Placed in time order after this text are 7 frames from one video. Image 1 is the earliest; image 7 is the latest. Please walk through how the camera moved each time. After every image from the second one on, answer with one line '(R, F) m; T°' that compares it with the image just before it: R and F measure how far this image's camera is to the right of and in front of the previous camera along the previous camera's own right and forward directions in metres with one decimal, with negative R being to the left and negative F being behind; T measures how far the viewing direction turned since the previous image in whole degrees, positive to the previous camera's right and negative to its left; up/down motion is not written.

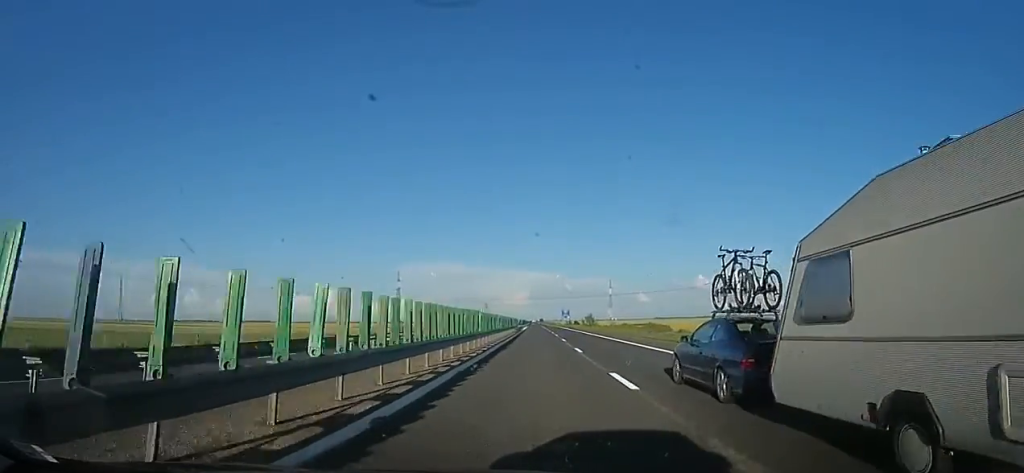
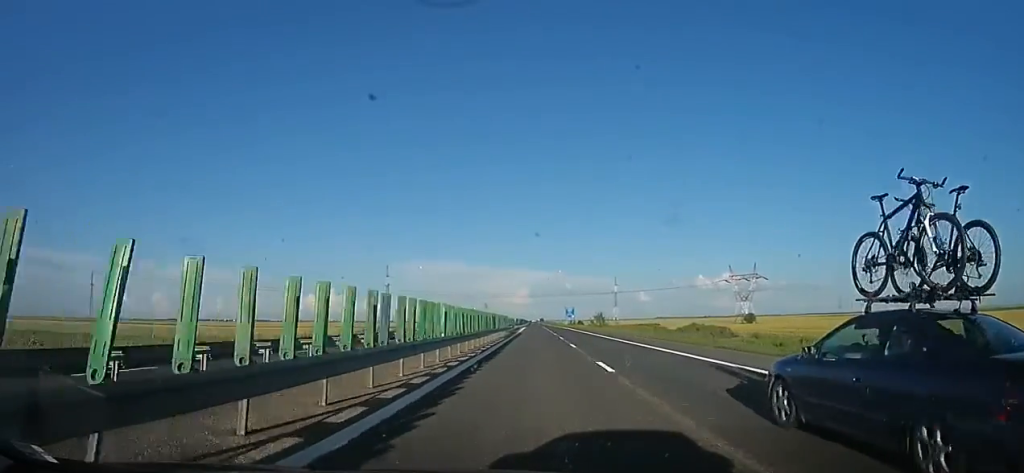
(0.0, +20.7) m; 0°
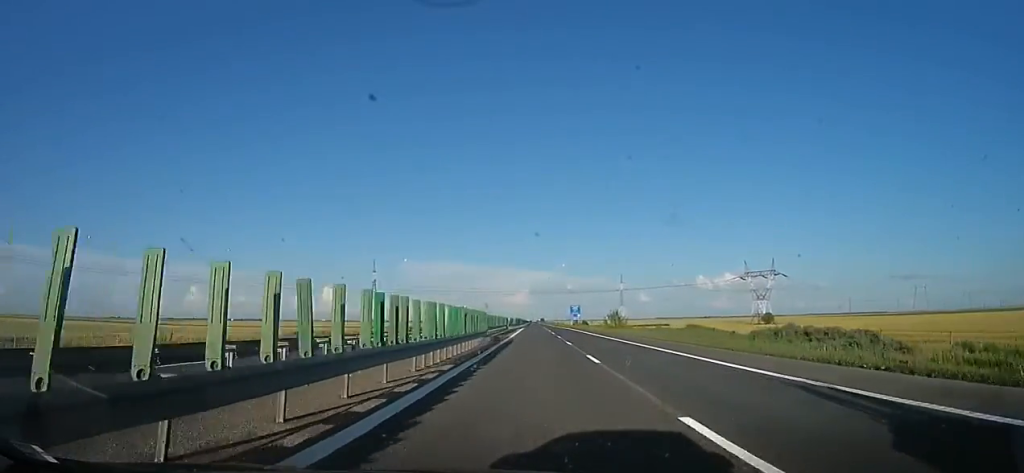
(0.0, +21.3) m; 0°
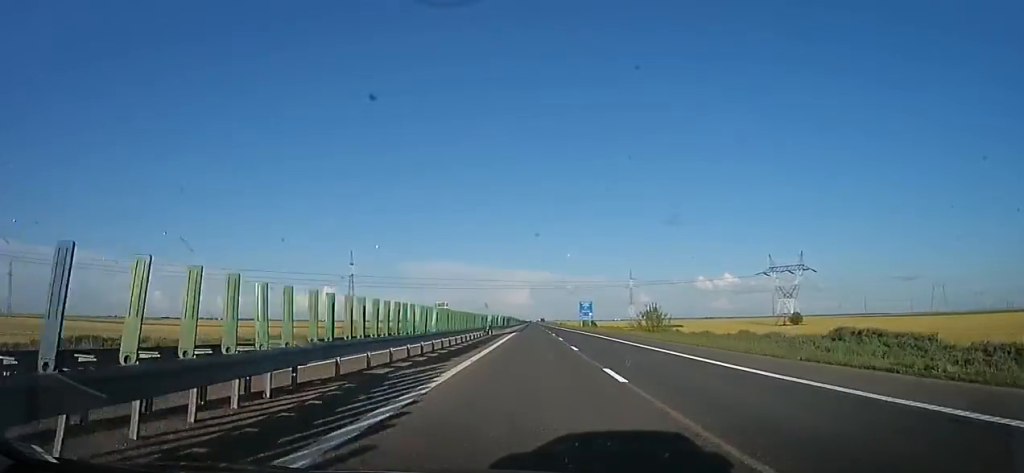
(0.0, +29.5) m; 0°
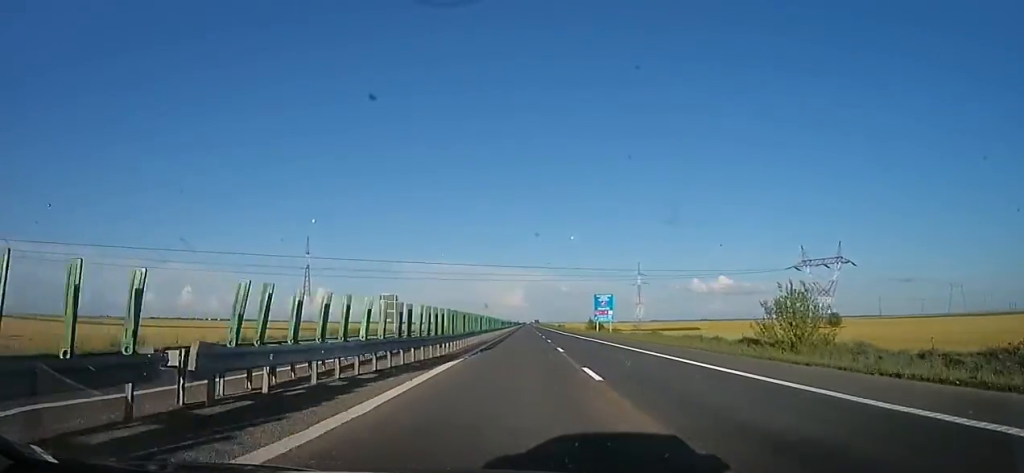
(0.0, +35.3) m; 0°
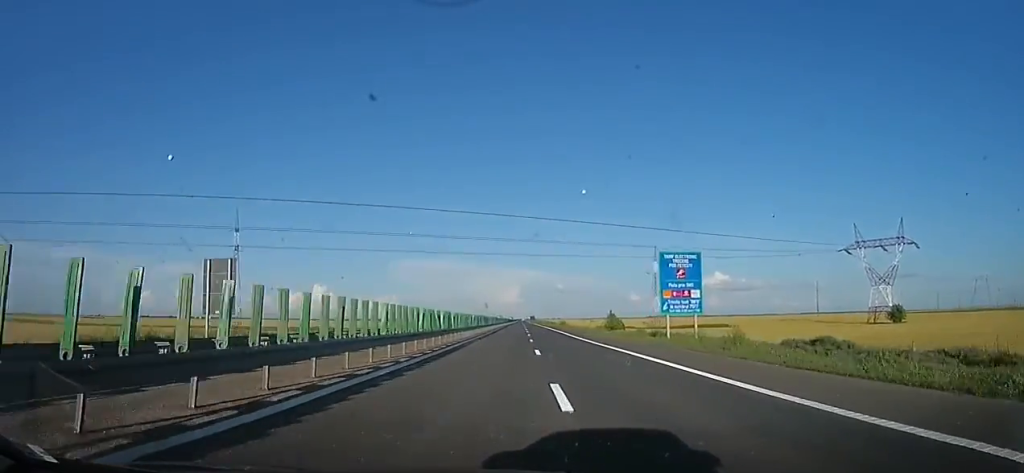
(-0.6, +39.8) m; -2°
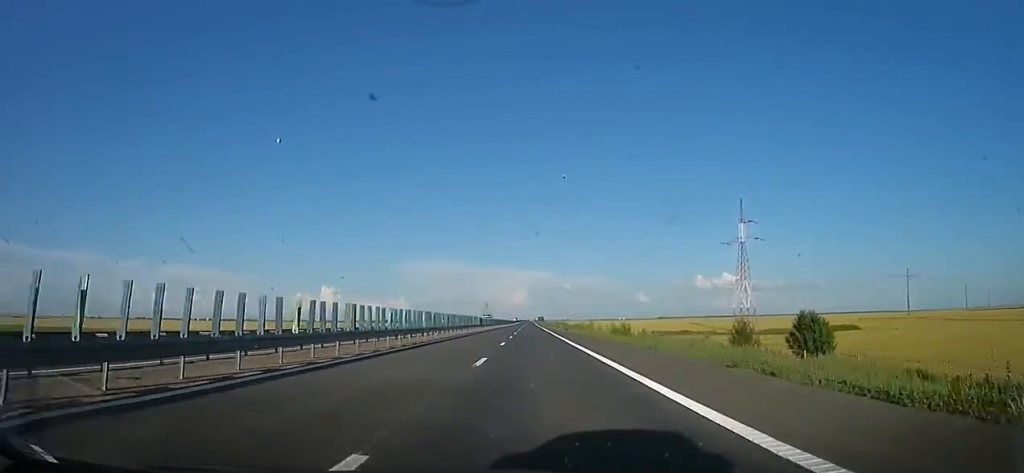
(+1.1, +77.6) m; +2°
